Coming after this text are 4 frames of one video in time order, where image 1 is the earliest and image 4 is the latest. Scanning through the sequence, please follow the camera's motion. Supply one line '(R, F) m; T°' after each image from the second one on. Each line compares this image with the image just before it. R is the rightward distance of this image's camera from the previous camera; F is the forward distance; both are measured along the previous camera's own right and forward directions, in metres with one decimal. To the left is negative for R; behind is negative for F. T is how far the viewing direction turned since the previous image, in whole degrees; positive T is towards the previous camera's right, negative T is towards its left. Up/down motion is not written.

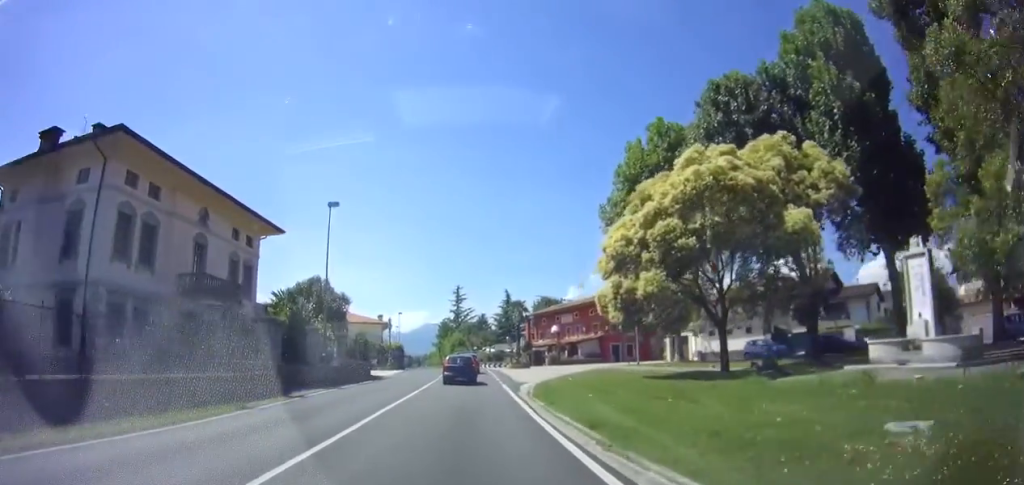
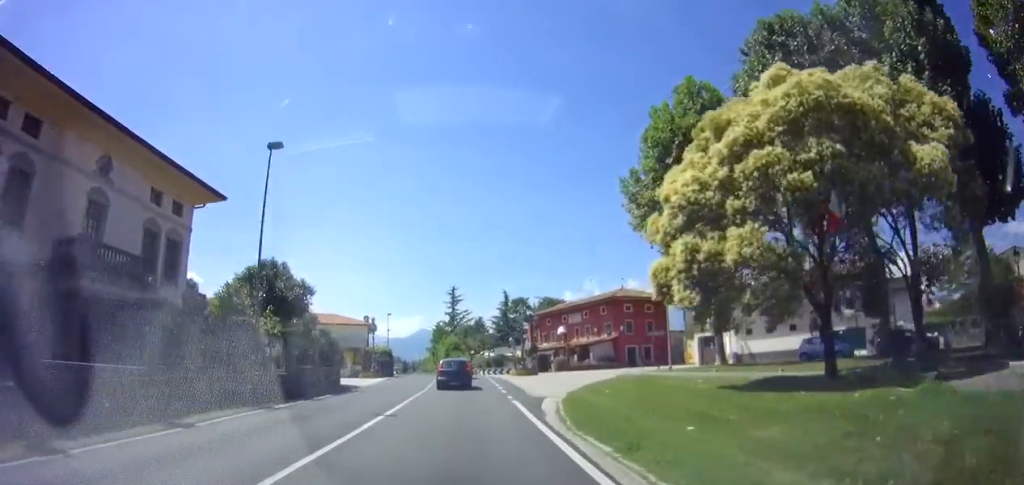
(0.0, +7.6) m; -1°
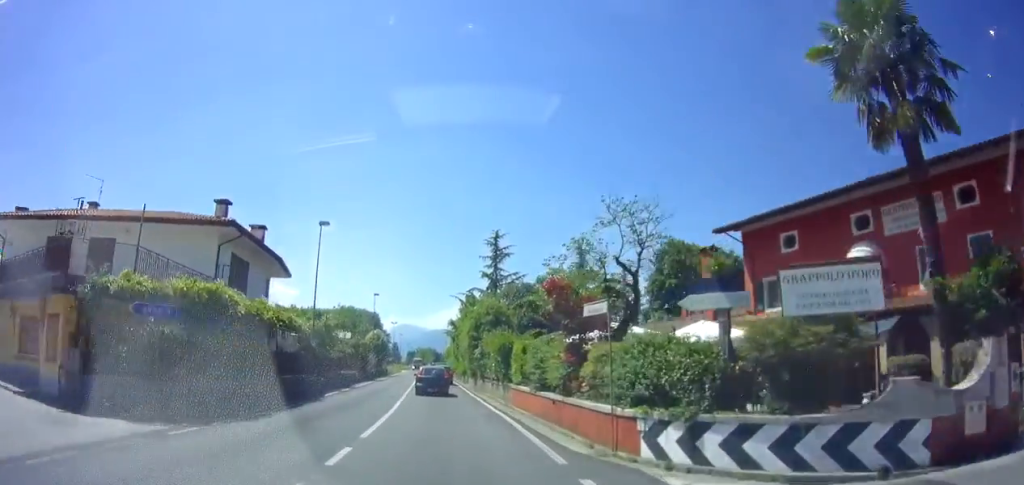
(-2.0, +47.1) m; -5°
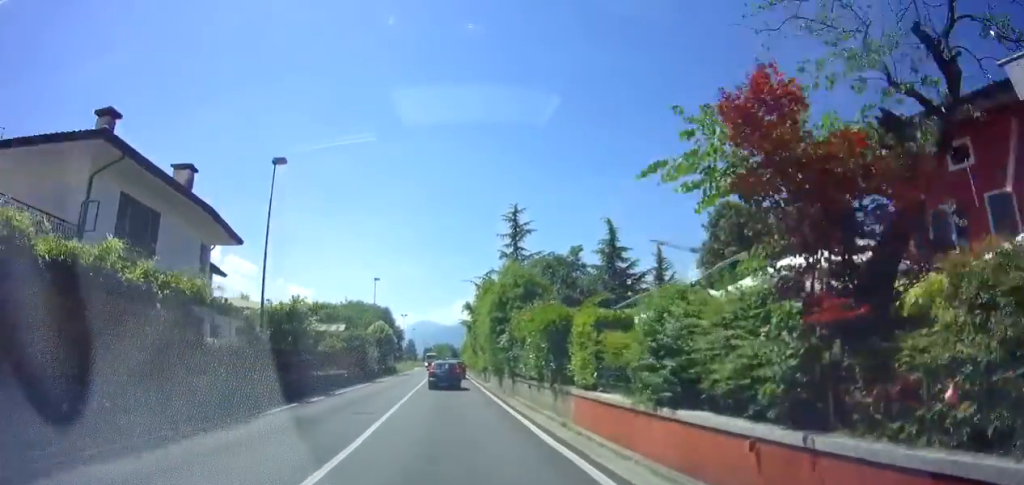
(+0.1, +8.9) m; -1°
